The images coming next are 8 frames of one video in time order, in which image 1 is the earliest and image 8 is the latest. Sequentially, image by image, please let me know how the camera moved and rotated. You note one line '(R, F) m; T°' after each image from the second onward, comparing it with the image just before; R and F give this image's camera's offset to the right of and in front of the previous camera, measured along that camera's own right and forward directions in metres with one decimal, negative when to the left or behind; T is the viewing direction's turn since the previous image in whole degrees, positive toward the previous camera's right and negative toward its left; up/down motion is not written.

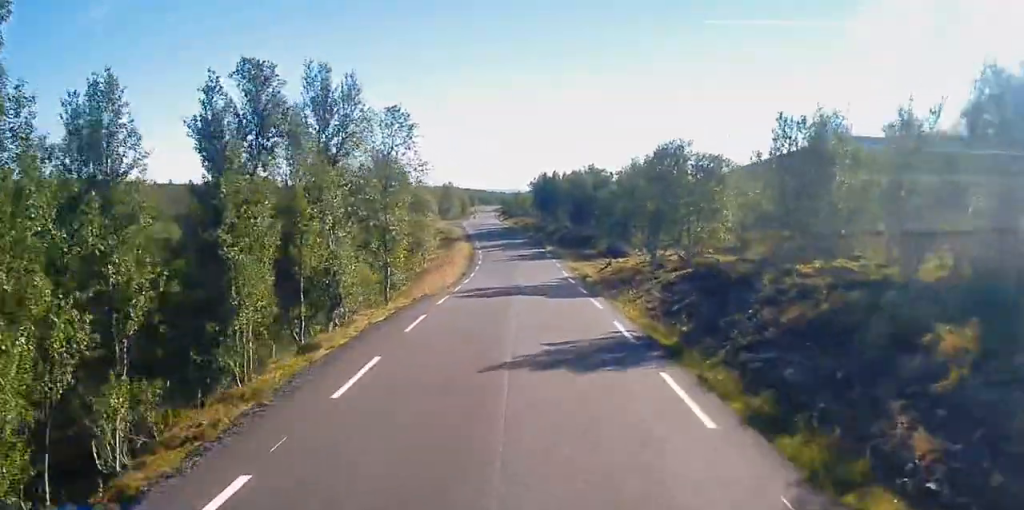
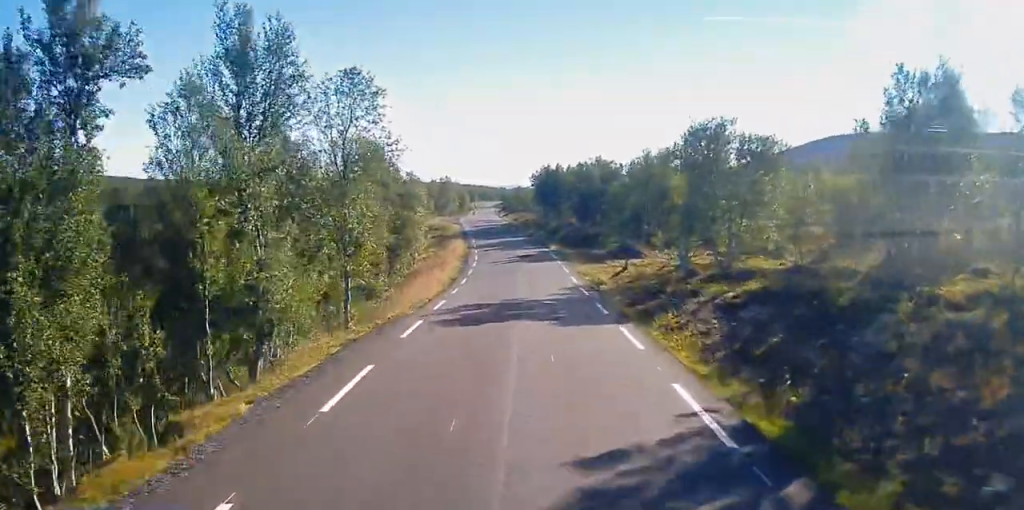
(0.0, +6.7) m; 0°
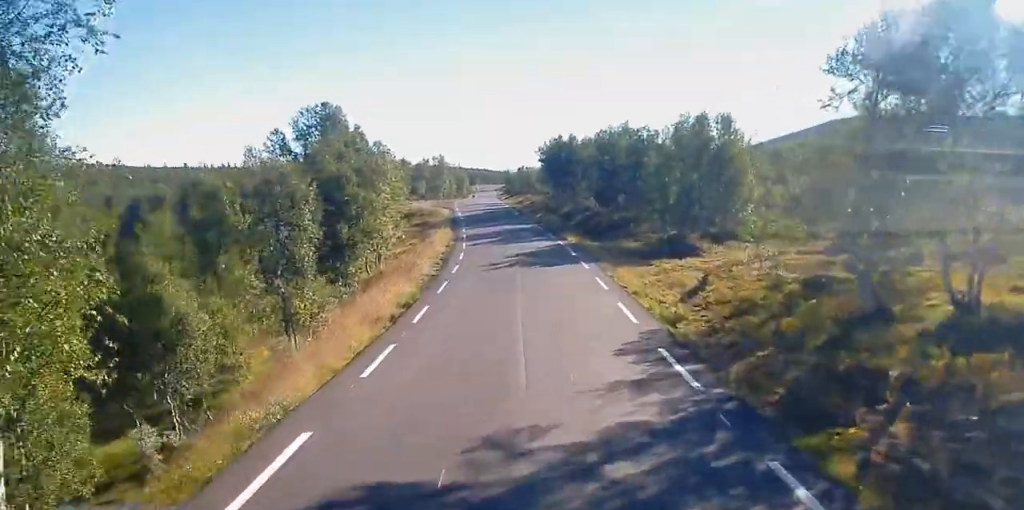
(0.0, +15.7) m; 0°
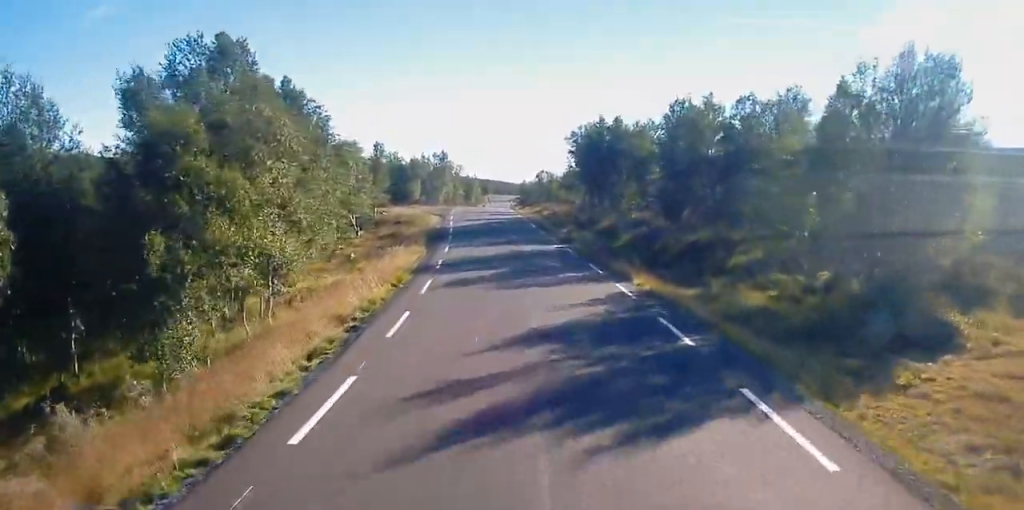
(0.0, +21.4) m; -2°
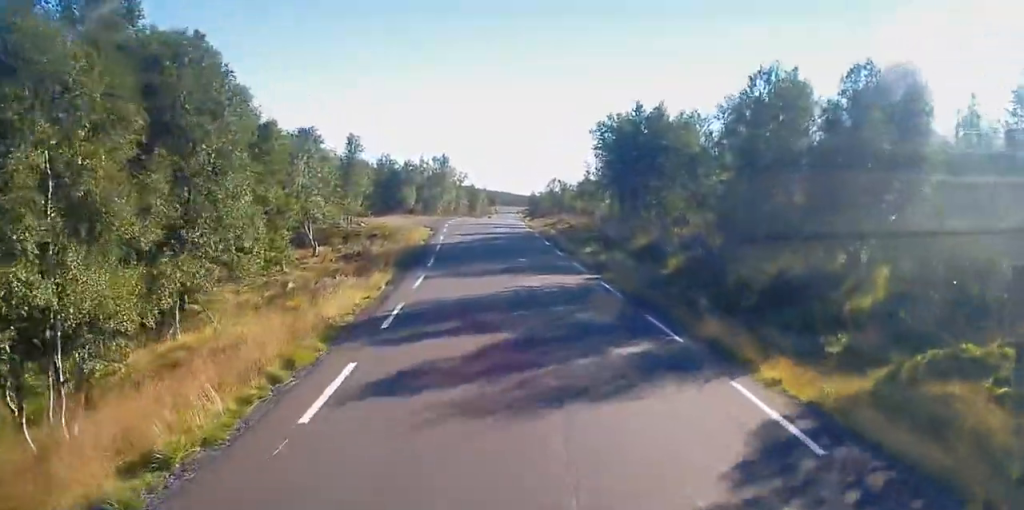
(-0.3, +11.2) m; 0°
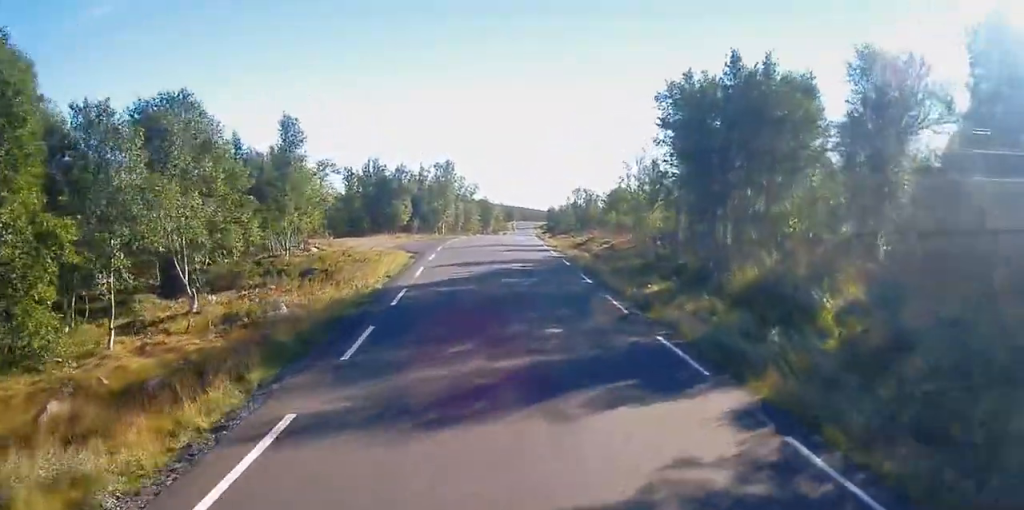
(+0.1, +14.5) m; -1°
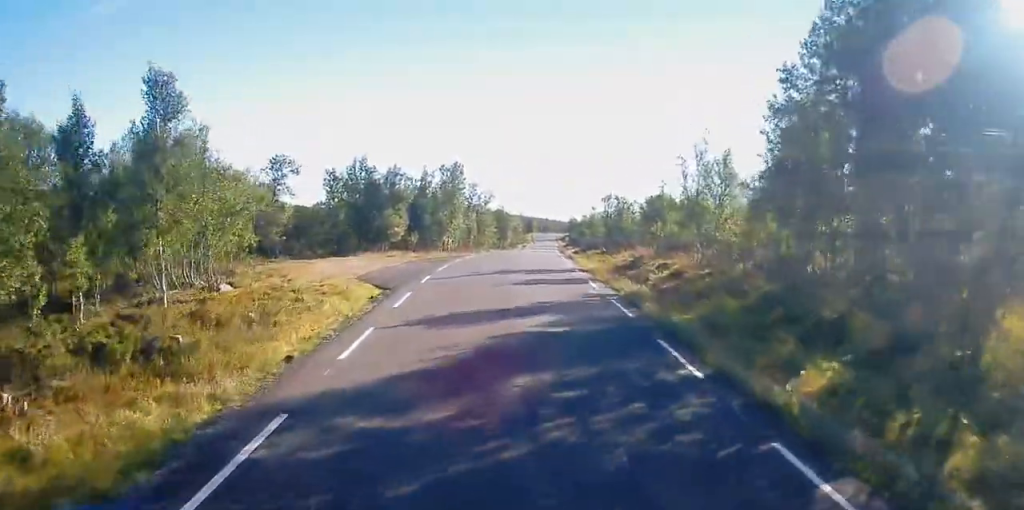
(-0.1, +11.8) m; -2°
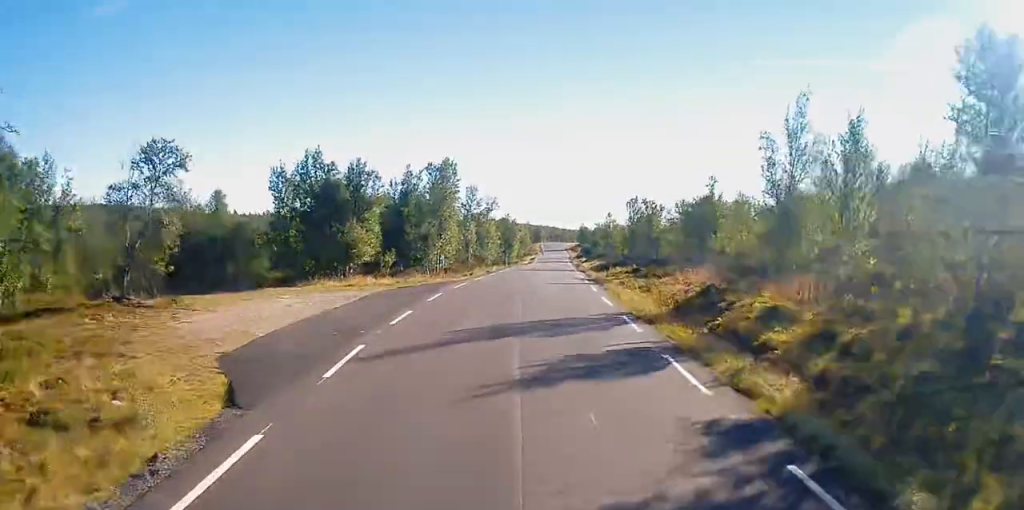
(-0.5, +12.4) m; -1°
